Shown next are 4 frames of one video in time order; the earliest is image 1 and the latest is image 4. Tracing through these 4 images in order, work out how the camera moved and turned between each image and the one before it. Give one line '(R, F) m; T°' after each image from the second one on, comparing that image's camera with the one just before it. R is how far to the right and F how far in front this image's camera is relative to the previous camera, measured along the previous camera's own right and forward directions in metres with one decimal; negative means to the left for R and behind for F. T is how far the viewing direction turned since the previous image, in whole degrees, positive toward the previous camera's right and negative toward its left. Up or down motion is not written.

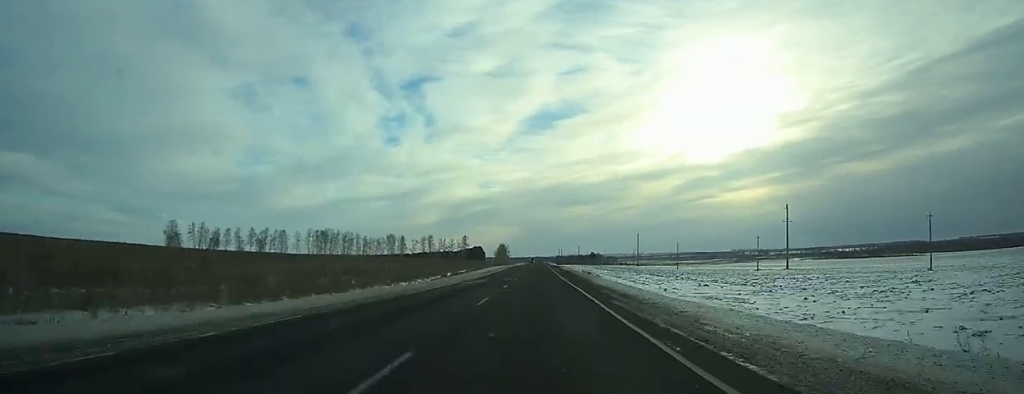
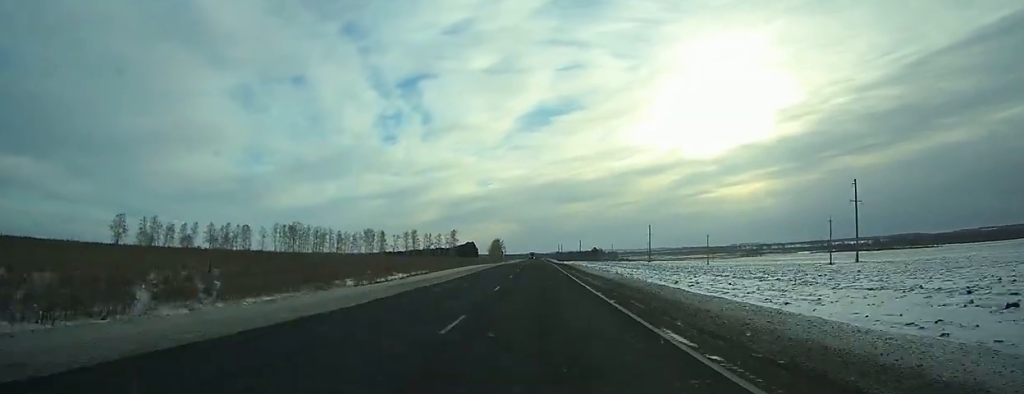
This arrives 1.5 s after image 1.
(-0.1, +41.8) m; 0°
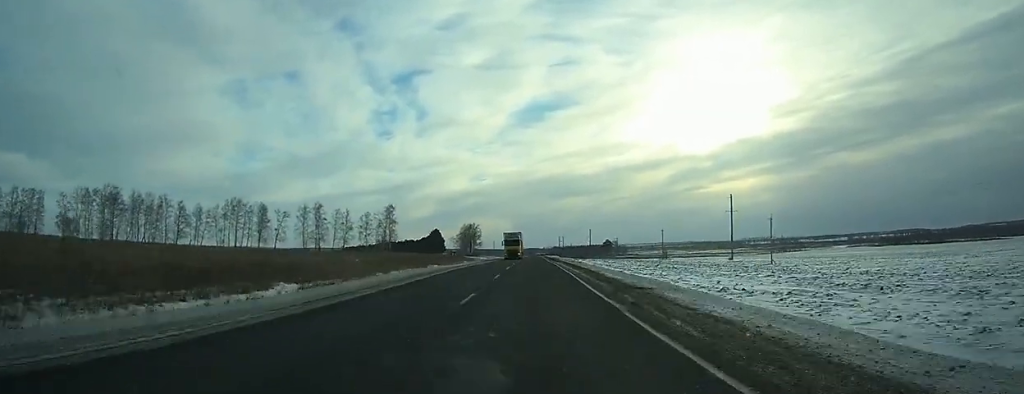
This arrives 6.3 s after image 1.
(+0.4, +141.3) m; 0°
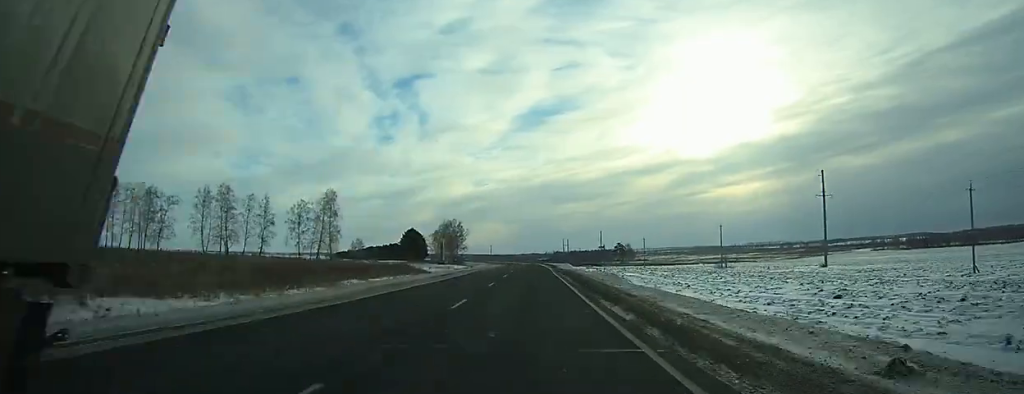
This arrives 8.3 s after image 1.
(0.0, +55.8) m; 0°
